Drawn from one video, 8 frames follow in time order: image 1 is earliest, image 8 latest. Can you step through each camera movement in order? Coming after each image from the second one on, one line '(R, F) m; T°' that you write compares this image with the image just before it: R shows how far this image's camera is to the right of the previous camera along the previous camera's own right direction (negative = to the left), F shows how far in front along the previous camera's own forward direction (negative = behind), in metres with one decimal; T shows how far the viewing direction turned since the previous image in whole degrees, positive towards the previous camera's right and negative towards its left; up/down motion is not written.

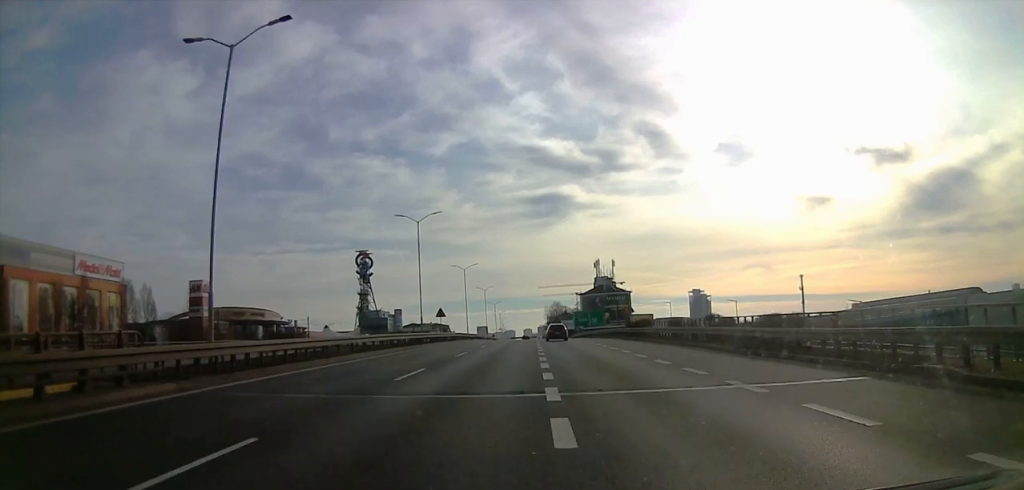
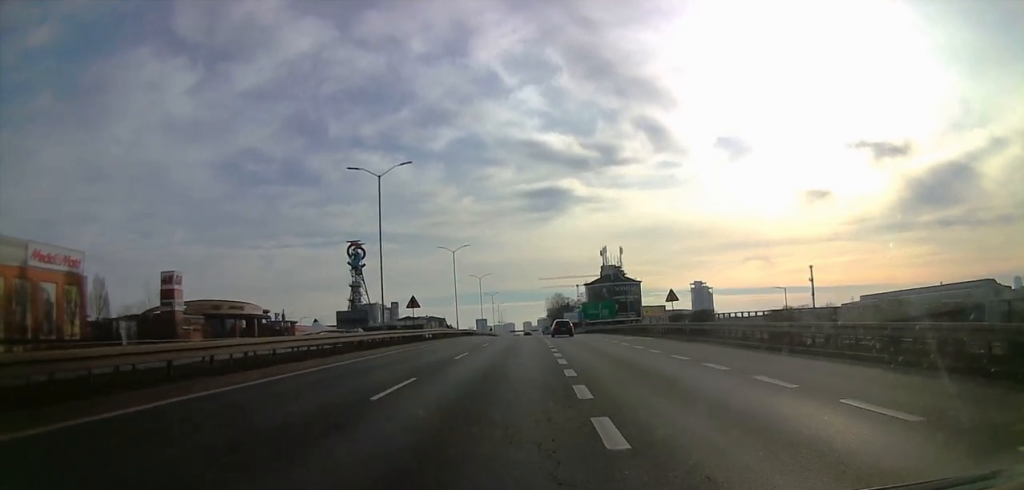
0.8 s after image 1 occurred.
(0.0, +16.2) m; 0°
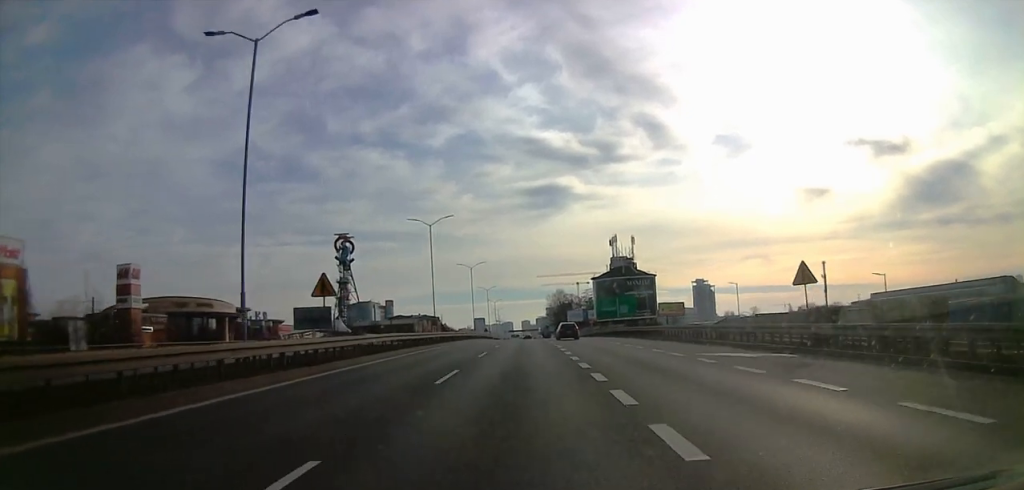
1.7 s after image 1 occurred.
(0.0, +20.7) m; 0°
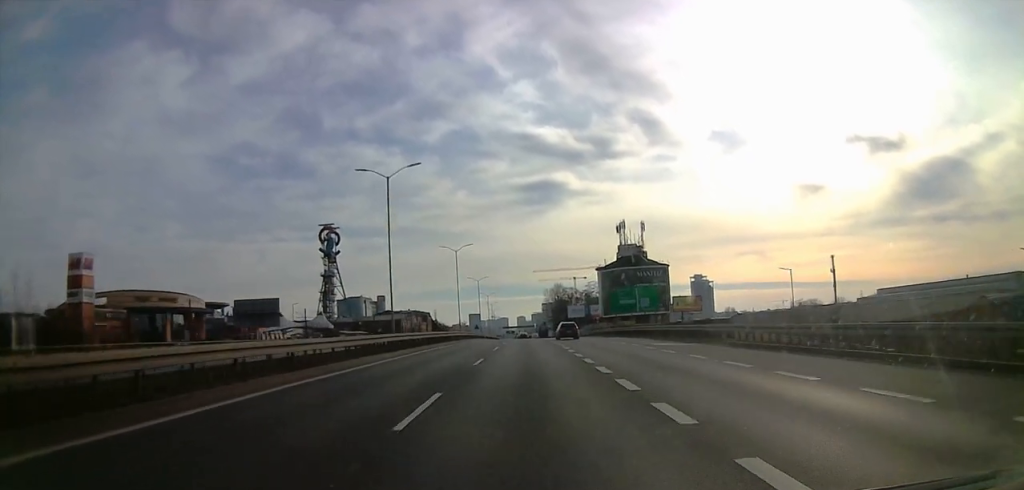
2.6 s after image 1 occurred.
(0.0, +18.1) m; 0°
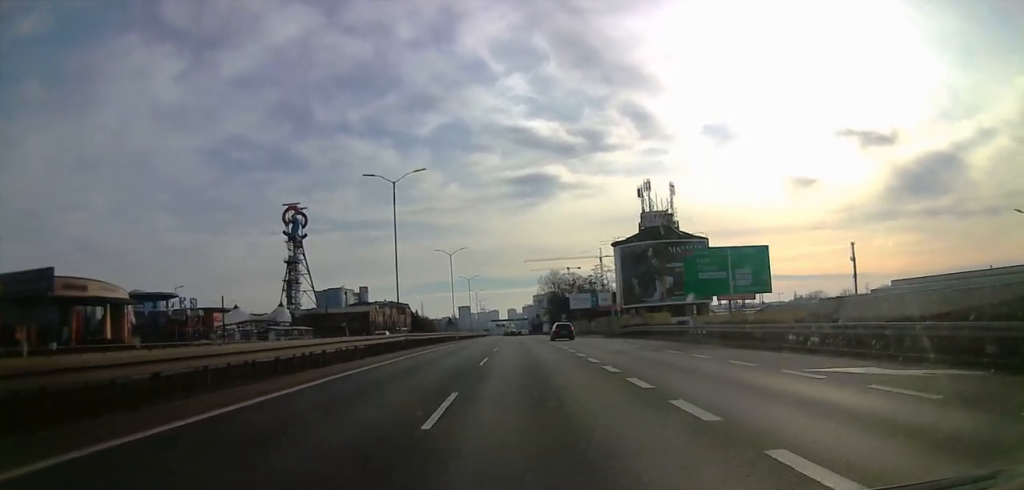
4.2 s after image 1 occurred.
(0.0, +35.2) m; 0°
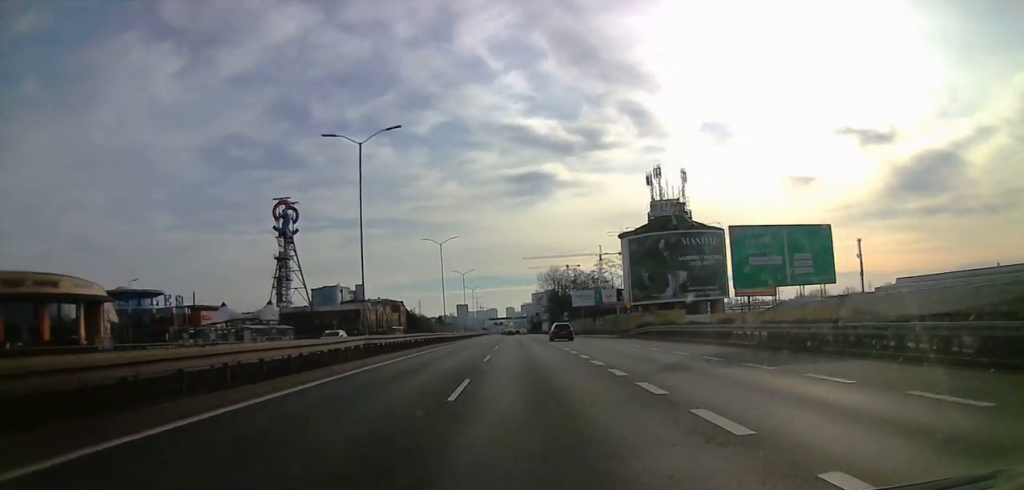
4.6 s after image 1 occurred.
(0.0, +8.9) m; 0°
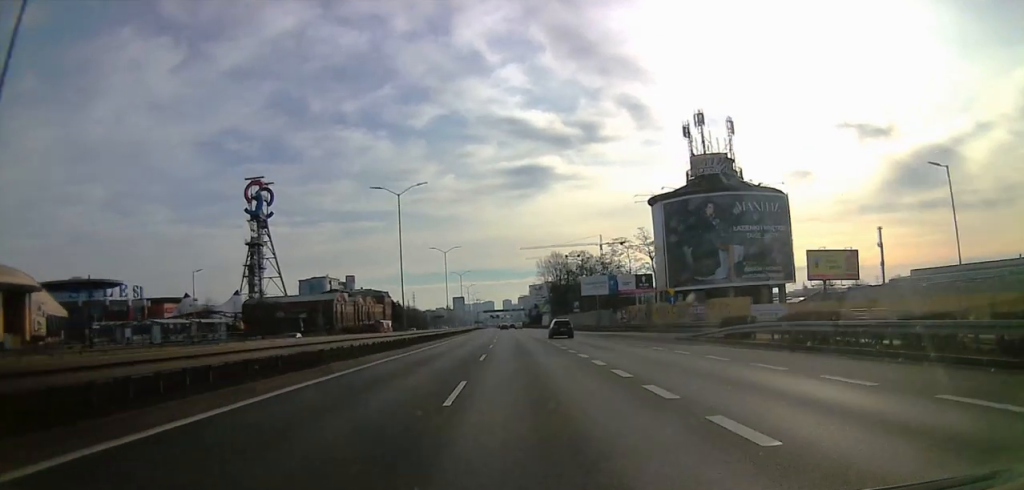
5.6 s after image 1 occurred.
(0.0, +23.9) m; 0°
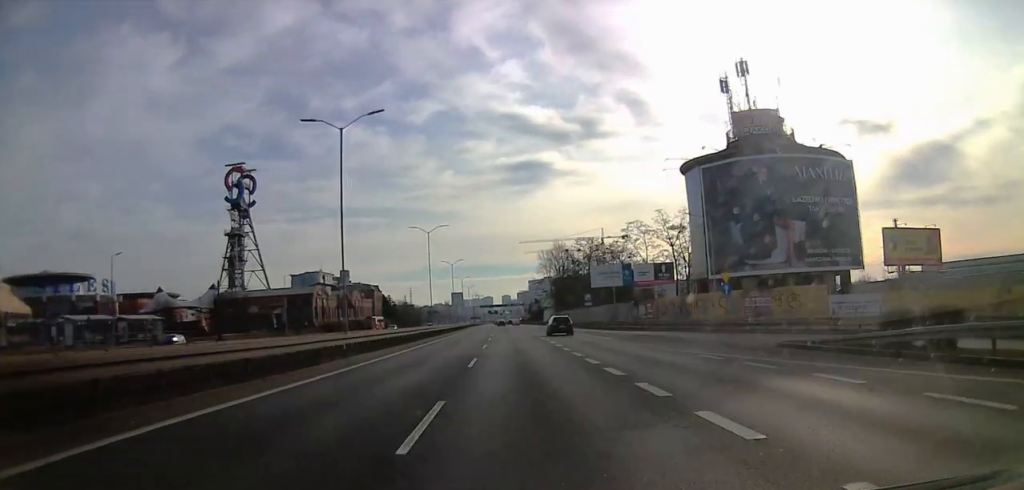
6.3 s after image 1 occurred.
(0.0, +15.1) m; 0°
